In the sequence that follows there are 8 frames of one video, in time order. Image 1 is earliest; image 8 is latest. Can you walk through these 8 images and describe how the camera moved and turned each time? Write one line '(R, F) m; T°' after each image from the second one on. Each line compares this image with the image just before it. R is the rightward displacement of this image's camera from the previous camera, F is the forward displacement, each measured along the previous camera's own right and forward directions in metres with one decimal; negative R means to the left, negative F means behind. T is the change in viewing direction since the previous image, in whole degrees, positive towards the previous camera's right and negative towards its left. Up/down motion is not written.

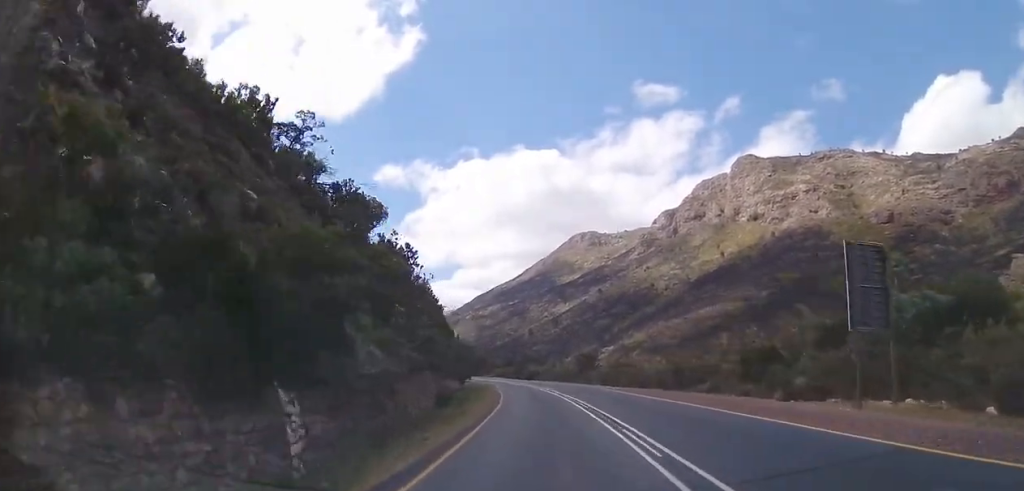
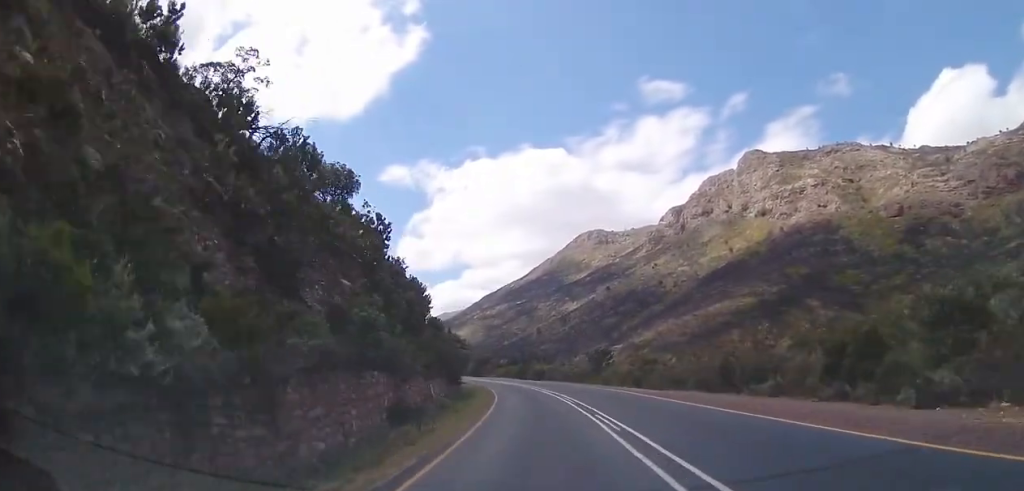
(0.0, +8.5) m; -1°
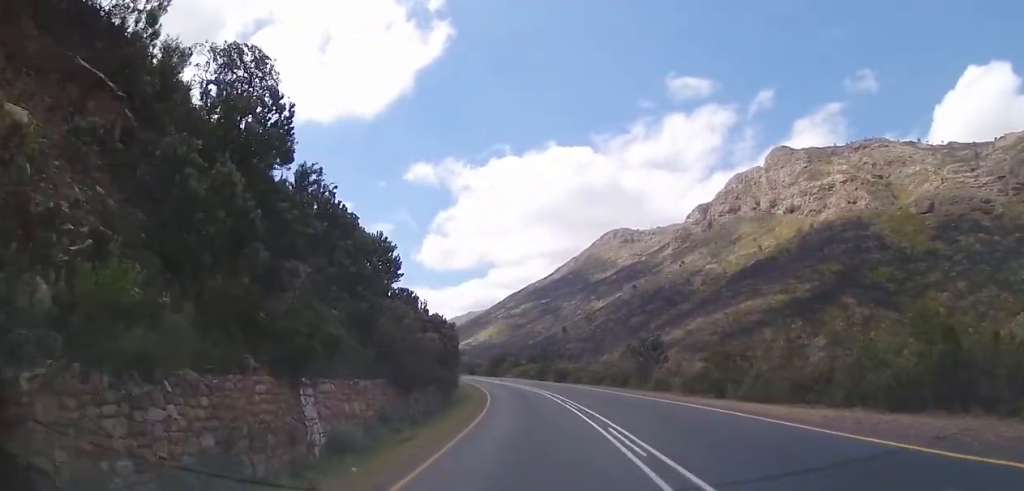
(0.0, +16.3) m; -2°
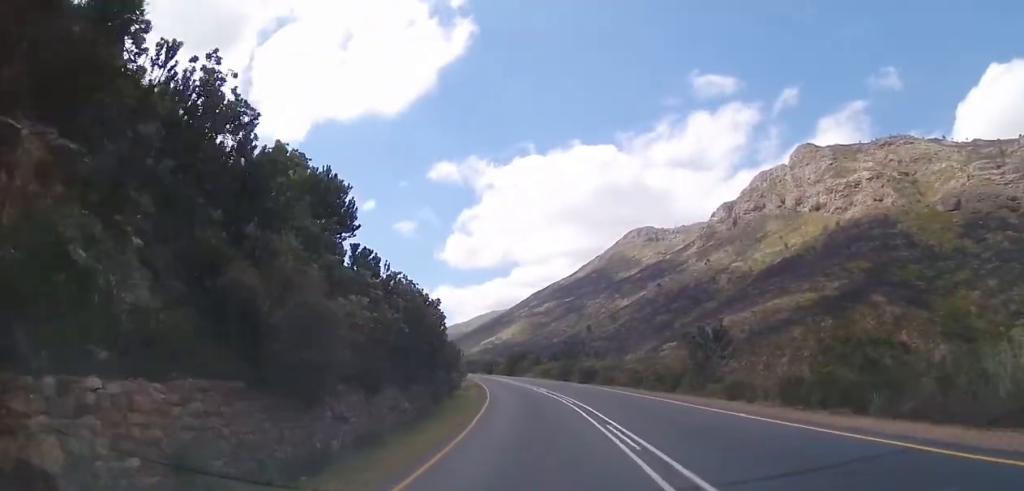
(-0.1, +11.0) m; -2°
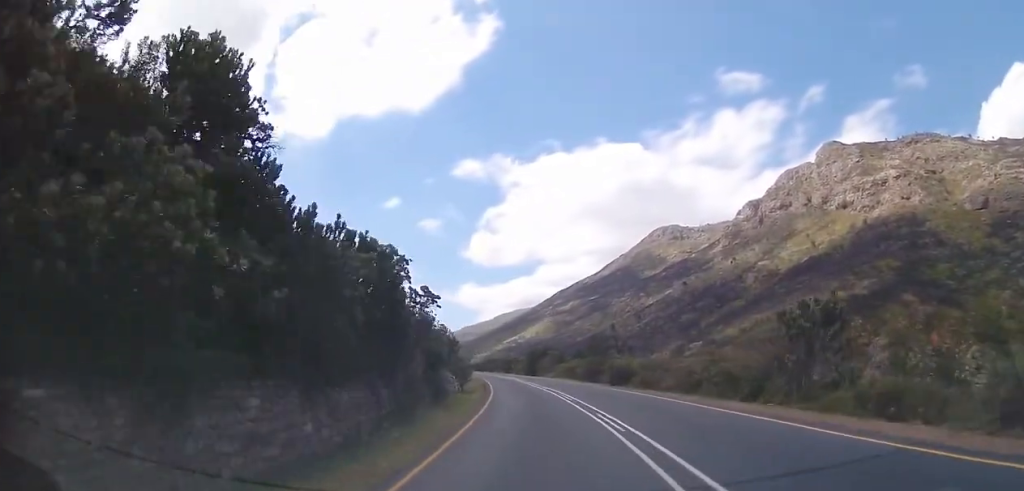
(-0.3, +10.3) m; -2°
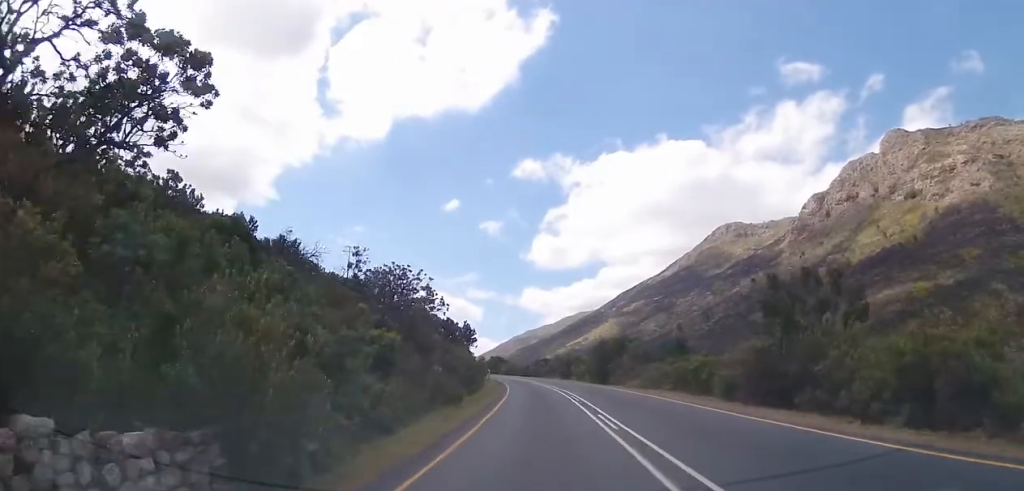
(-2.2, +34.6) m; -6°
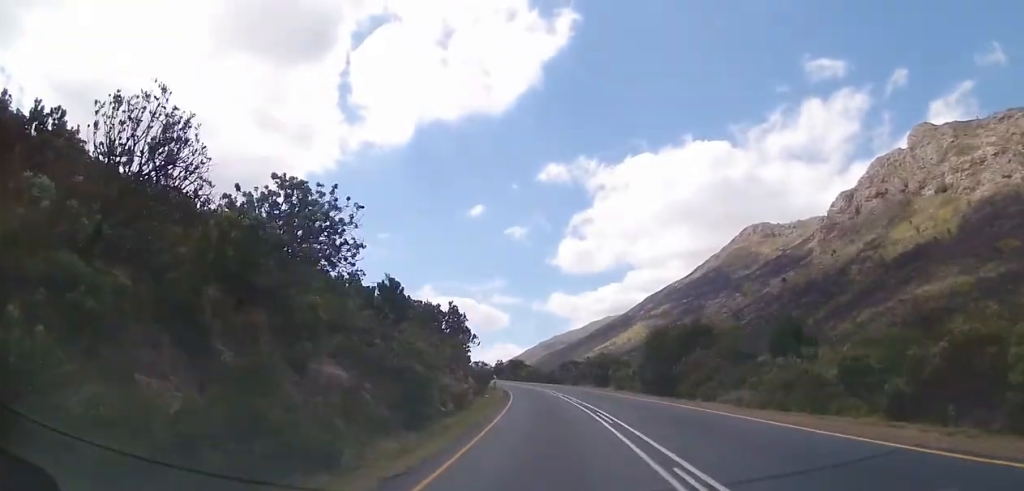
(-0.6, +21.8) m; -3°
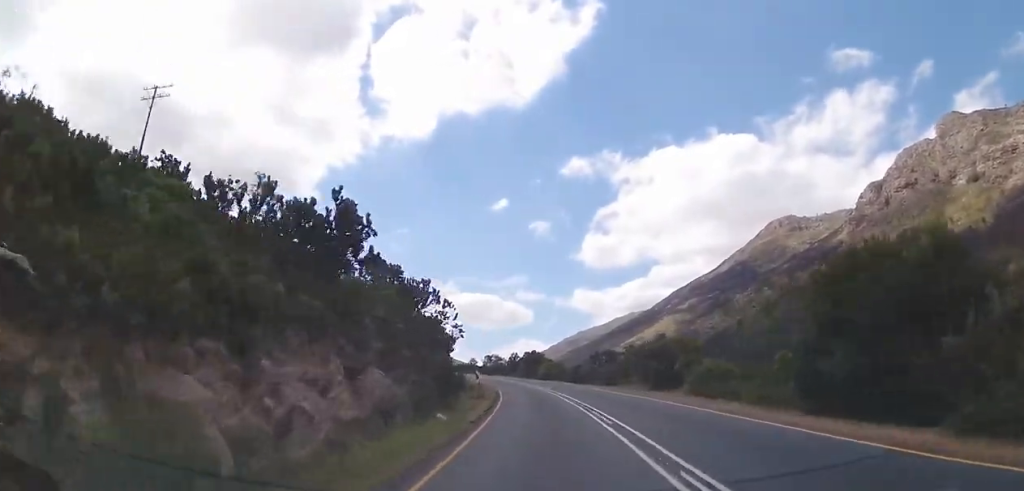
(-0.9, +25.1) m; -3°
